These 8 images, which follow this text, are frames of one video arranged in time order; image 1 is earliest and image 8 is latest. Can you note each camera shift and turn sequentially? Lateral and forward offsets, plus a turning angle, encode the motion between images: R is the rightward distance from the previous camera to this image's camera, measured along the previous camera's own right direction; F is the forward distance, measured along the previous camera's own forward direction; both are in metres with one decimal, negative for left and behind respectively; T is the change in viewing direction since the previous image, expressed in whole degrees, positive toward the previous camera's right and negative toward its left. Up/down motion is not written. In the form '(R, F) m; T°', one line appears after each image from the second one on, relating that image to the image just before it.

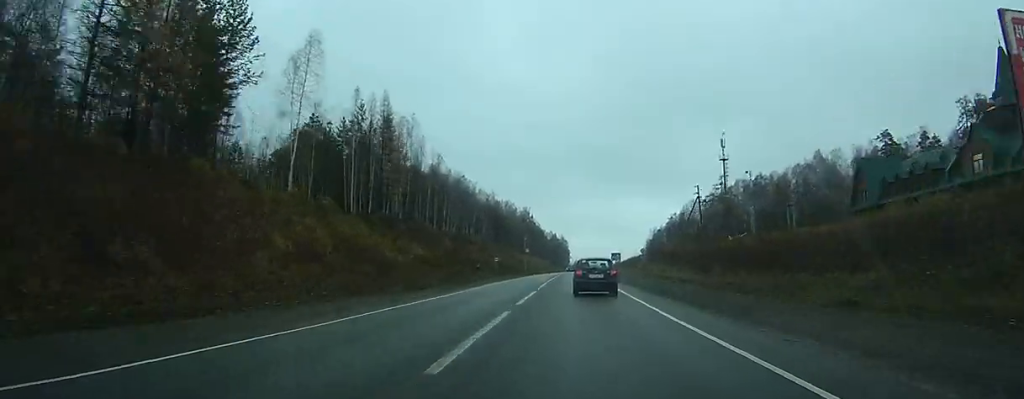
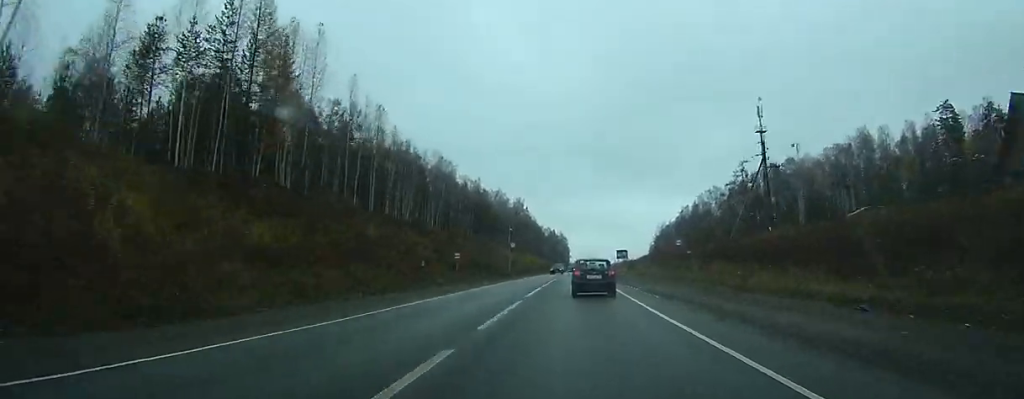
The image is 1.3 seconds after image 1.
(0.0, +31.1) m; 0°
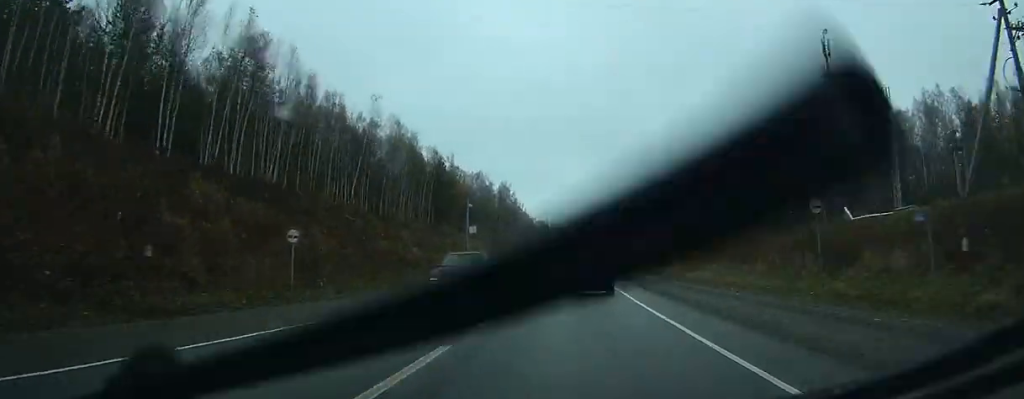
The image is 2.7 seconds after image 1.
(-0.1, +36.0) m; 0°
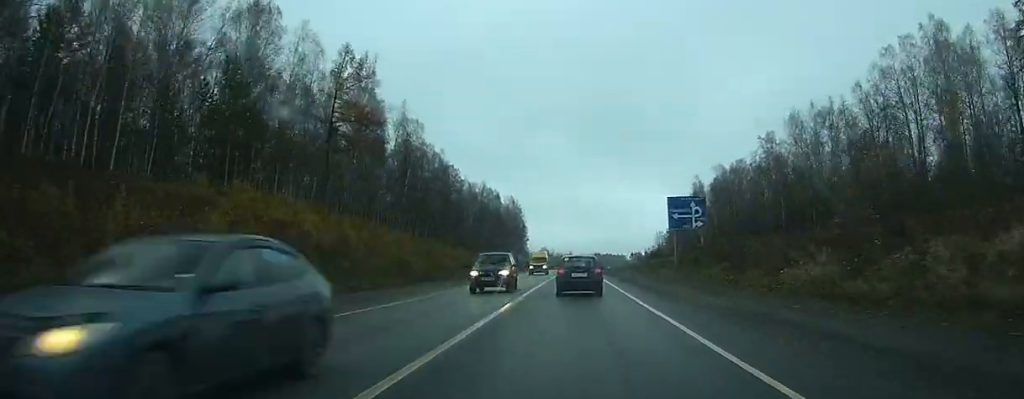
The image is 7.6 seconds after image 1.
(+2.6, +118.3) m; +3°
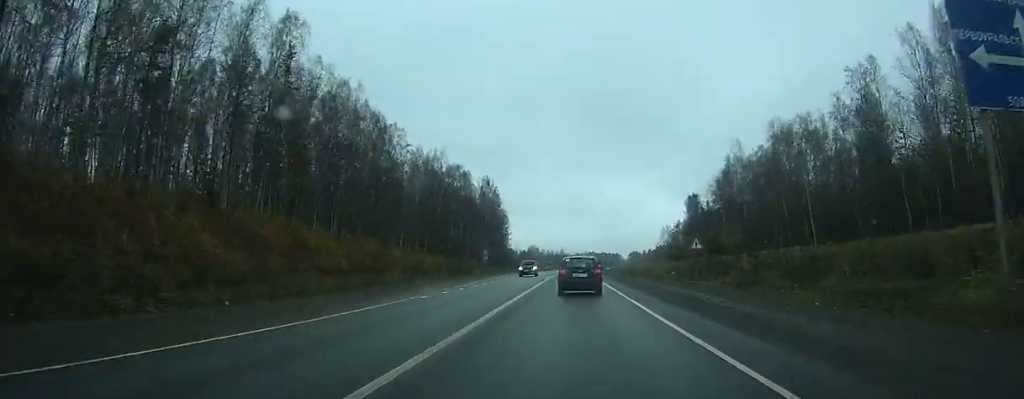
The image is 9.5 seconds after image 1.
(+0.5, +45.5) m; +1°
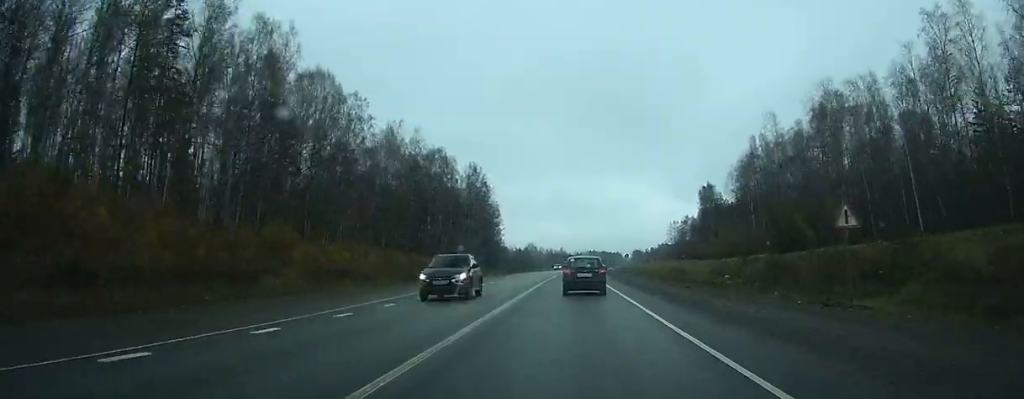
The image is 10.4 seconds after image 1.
(+0.1, +20.1) m; 0°
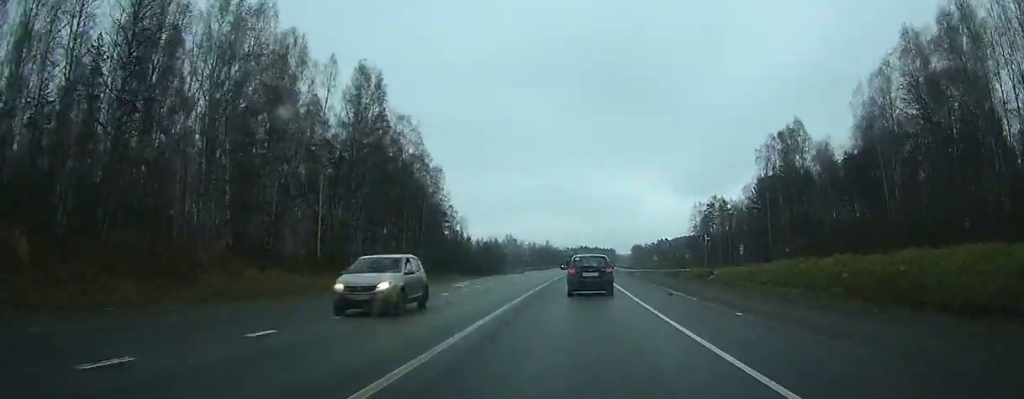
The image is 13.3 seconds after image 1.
(+0.1, +62.9) m; 0°
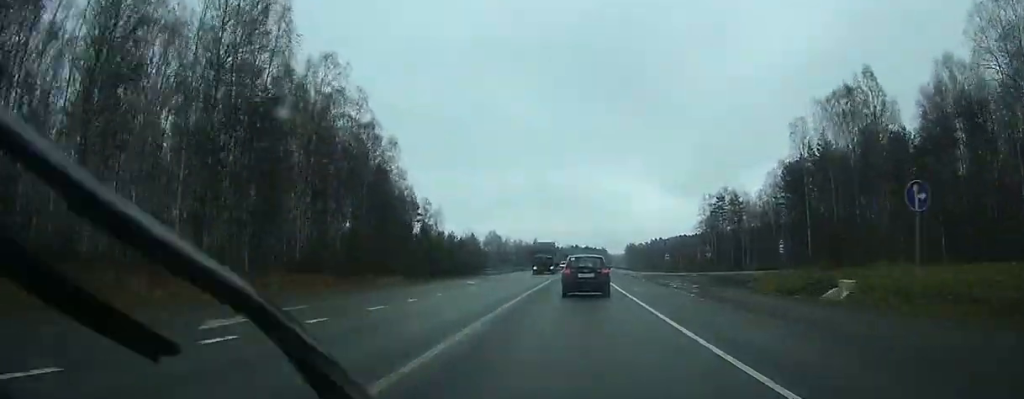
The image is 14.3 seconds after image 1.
(0.0, +22.6) m; 0°
